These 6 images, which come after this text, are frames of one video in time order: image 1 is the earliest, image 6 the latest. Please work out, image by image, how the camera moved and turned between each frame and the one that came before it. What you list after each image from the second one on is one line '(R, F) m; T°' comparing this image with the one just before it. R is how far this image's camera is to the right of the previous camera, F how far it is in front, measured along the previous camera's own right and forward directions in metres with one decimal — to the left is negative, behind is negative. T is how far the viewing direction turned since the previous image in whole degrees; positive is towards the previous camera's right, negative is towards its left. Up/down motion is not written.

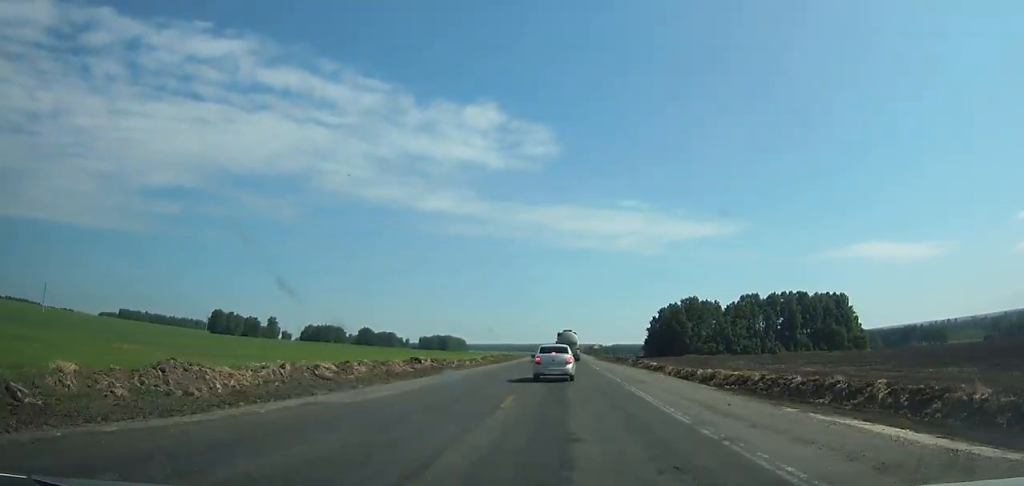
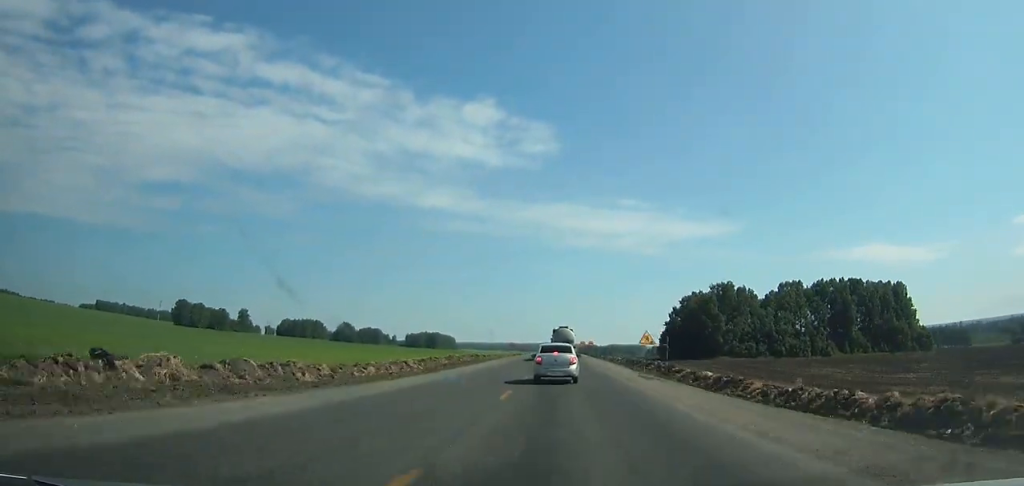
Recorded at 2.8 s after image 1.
(-0.1, +45.6) m; 0°
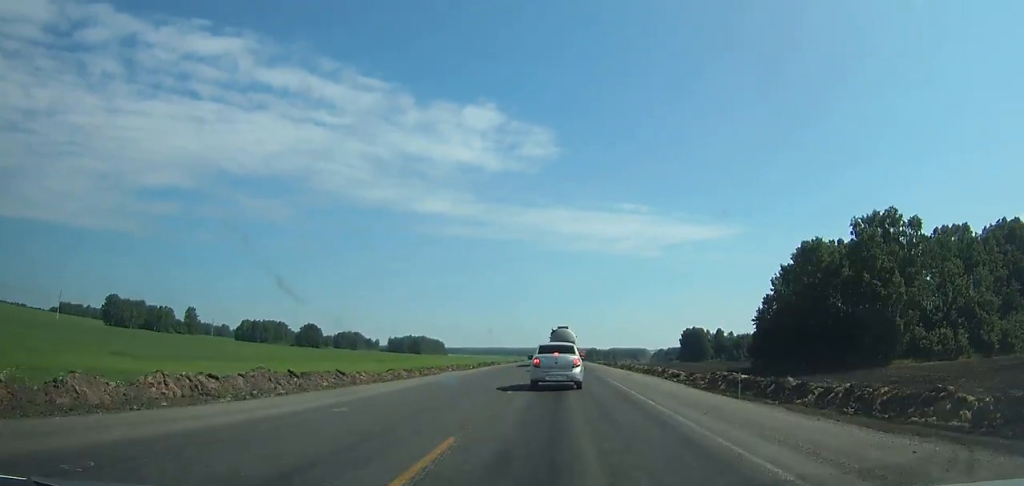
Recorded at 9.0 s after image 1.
(+0.5, +82.4) m; 0°
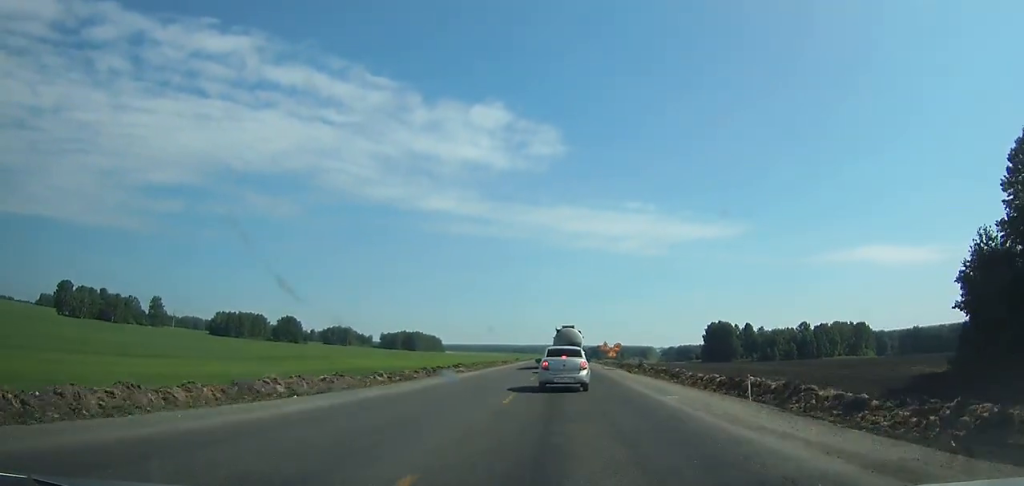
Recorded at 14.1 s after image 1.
(-0.3, +50.3) m; -1°
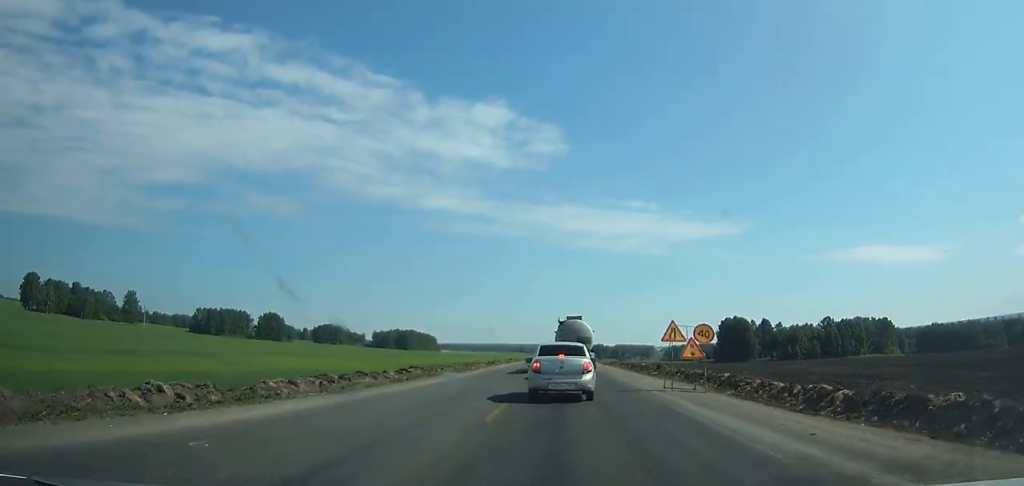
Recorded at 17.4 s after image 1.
(-0.1, +24.6) m; 0°
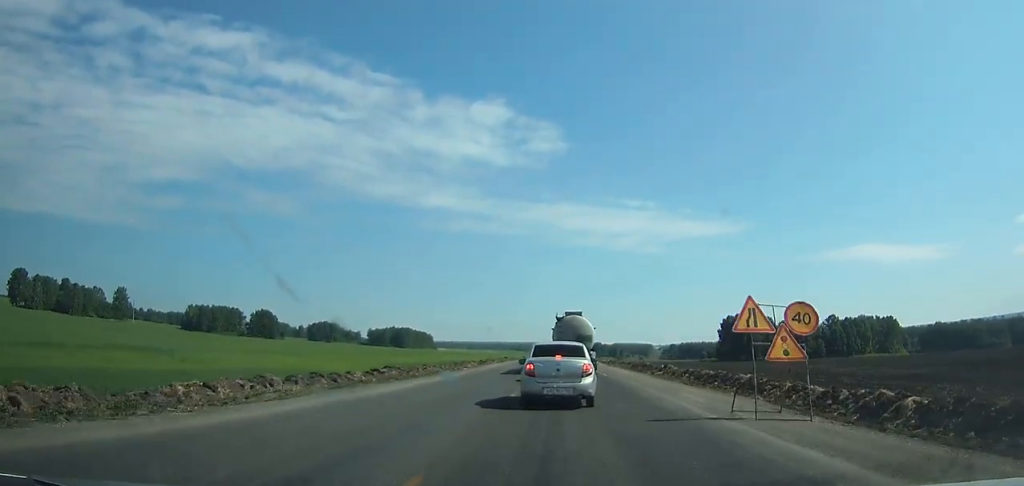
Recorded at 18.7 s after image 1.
(0.0, +7.2) m; 0°
